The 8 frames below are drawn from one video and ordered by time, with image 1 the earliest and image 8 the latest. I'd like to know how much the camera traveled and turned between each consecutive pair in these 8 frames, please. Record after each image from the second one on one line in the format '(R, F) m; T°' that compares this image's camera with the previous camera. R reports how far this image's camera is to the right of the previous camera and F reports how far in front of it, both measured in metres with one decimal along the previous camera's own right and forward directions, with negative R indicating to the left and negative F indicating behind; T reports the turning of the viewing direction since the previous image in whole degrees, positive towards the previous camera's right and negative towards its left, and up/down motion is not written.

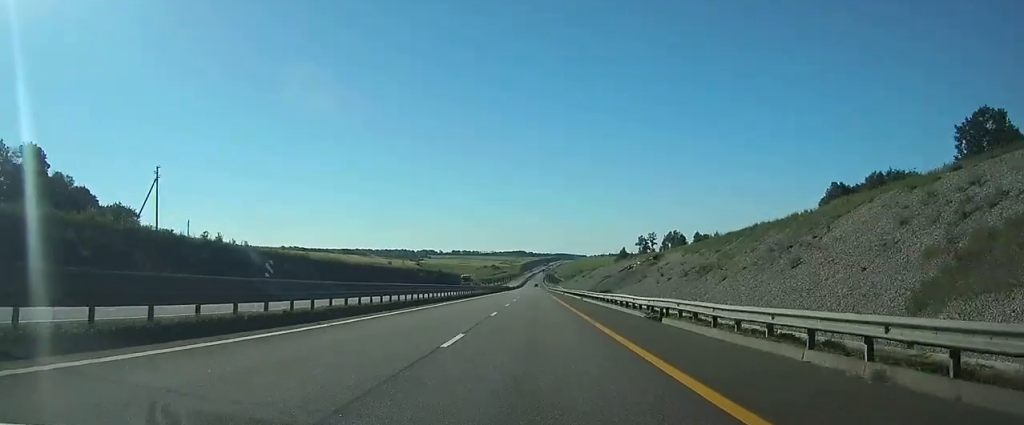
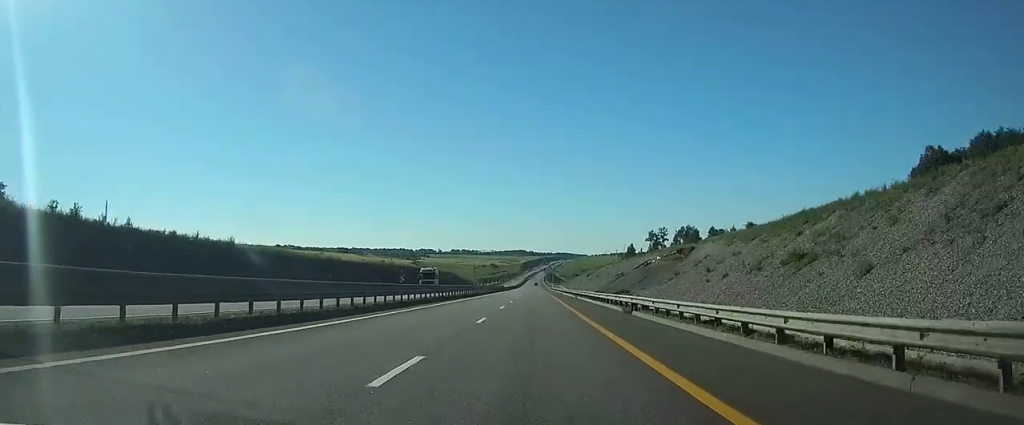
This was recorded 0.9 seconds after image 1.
(0.0, +28.5) m; 0°
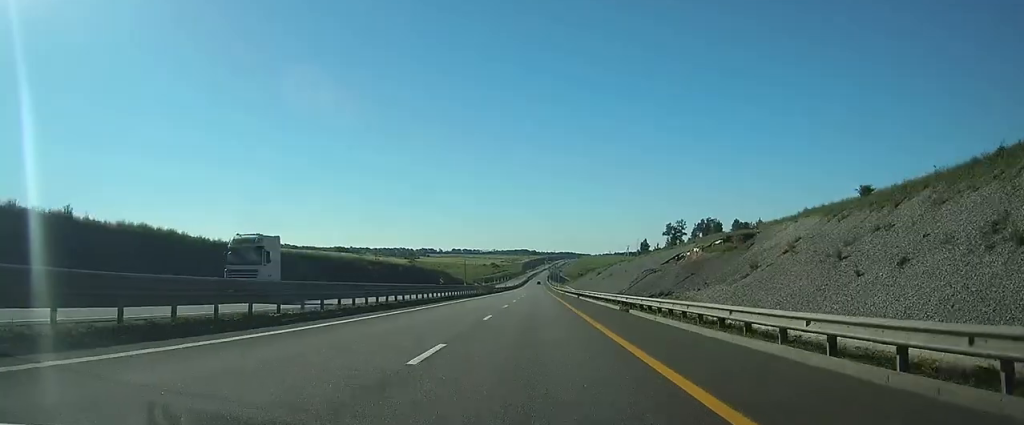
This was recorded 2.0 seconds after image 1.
(0.0, +33.7) m; 0°
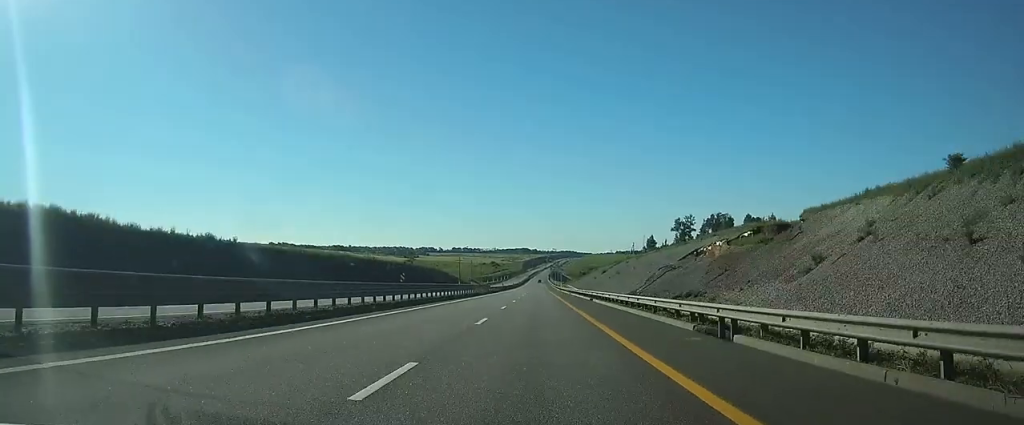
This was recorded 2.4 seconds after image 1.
(0.0, +14.7) m; 0°
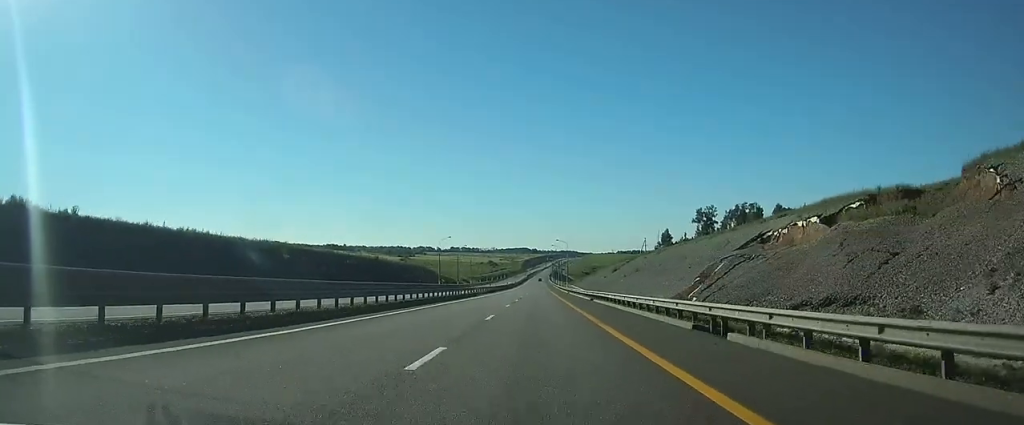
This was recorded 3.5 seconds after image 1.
(0.0, +33.6) m; 0°
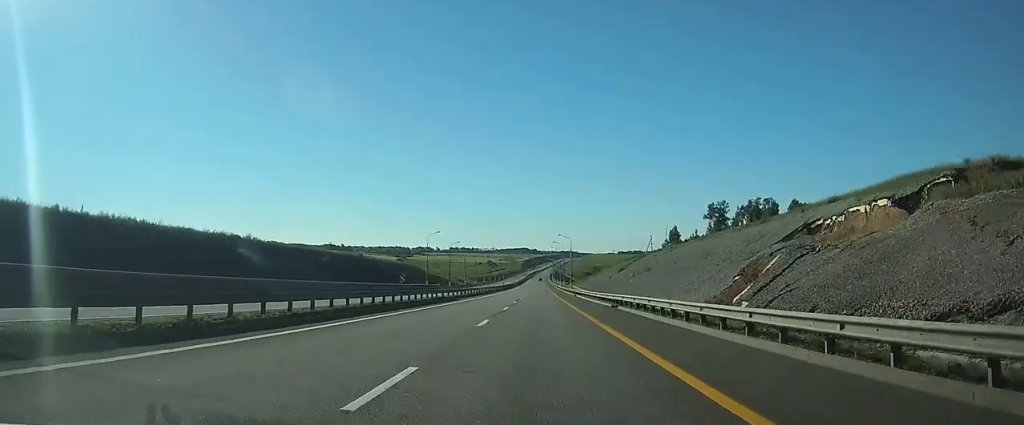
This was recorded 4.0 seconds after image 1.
(0.0, +14.7) m; 0°
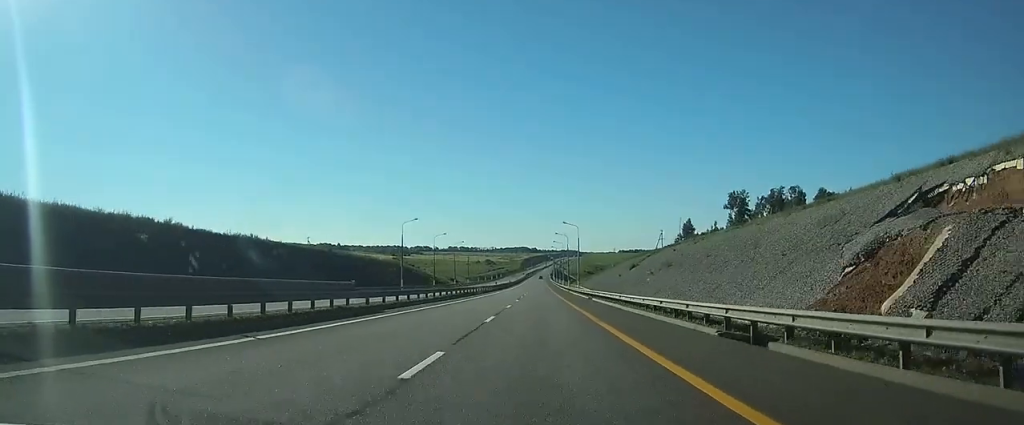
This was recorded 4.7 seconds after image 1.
(0.0, +22.0) m; 0°
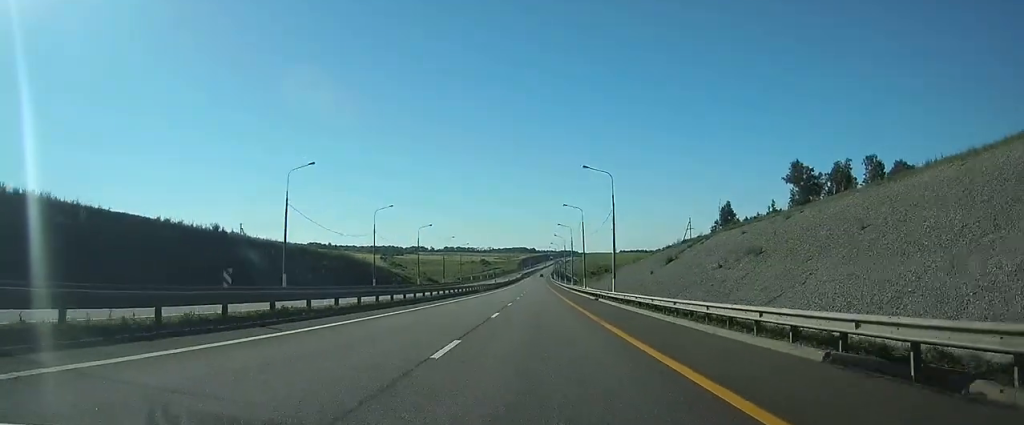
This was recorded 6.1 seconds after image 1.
(0.0, +45.9) m; 0°
